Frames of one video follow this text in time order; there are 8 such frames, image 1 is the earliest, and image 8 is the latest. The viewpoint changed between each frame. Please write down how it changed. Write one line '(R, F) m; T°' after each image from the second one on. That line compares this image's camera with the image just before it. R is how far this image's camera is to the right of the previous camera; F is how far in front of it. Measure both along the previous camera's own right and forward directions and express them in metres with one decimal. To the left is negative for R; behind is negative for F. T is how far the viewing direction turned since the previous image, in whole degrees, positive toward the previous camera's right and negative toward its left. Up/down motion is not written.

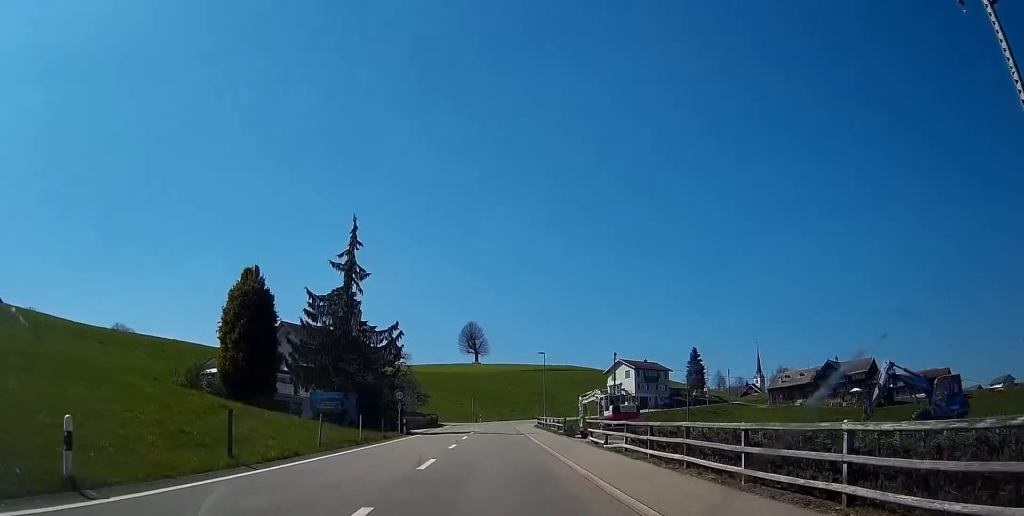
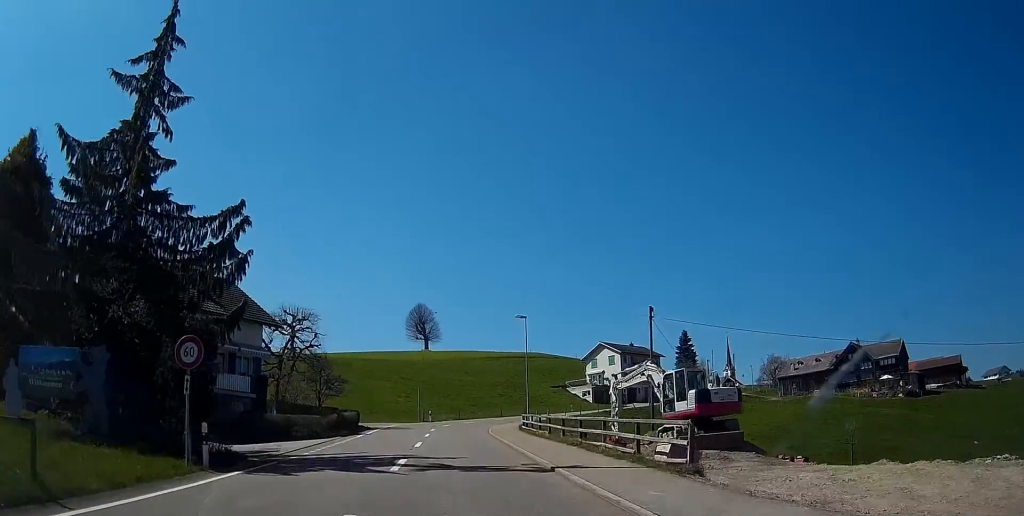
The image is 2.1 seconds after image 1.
(+1.5, +28.1) m; +4°
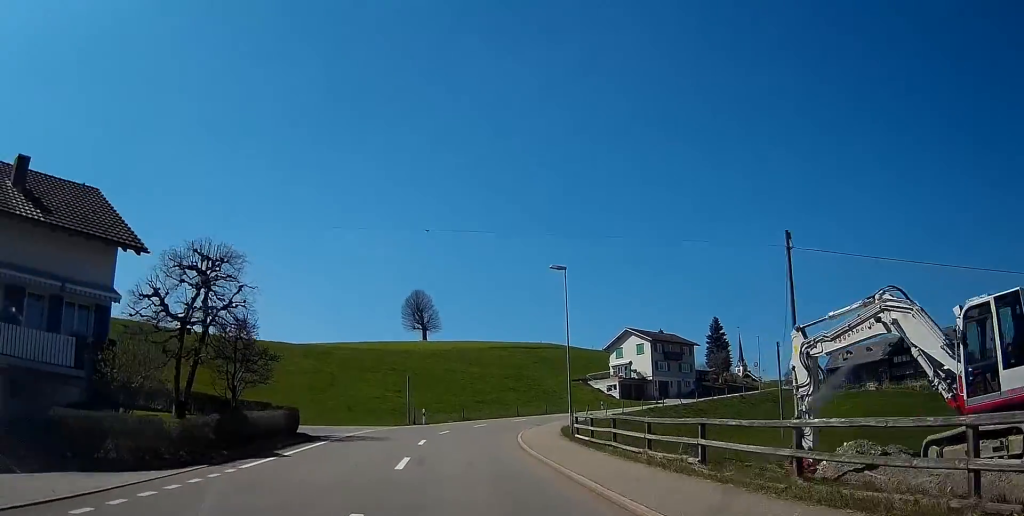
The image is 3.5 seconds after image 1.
(0.0, +17.9) m; 0°
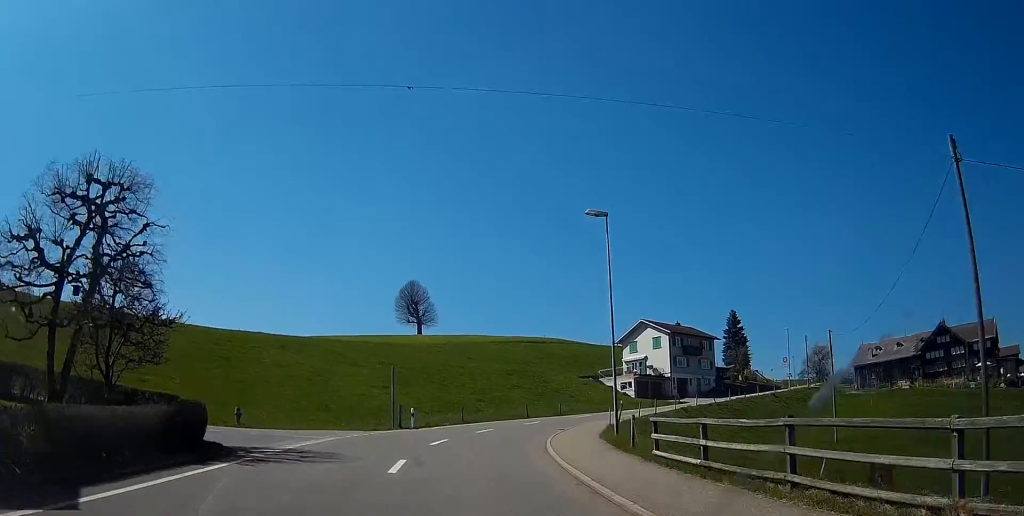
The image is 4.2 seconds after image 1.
(0.0, +10.1) m; 0°
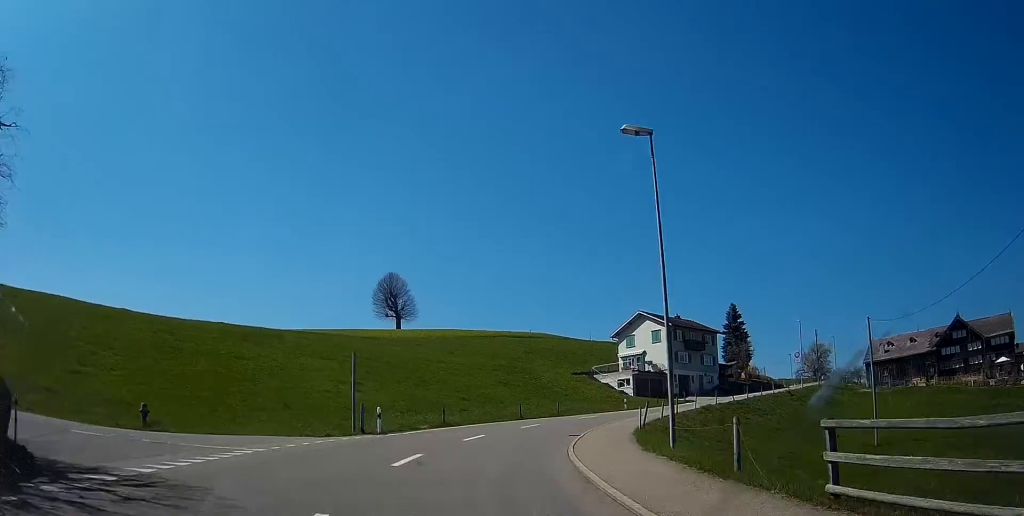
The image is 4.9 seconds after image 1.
(0.0, +8.2) m; +3°
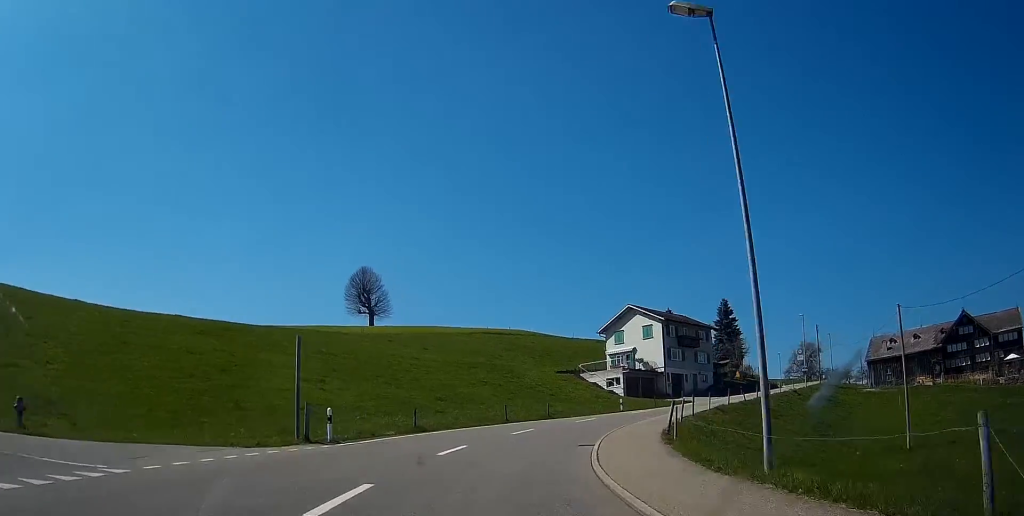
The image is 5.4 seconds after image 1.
(0.0, +6.4) m; +3°
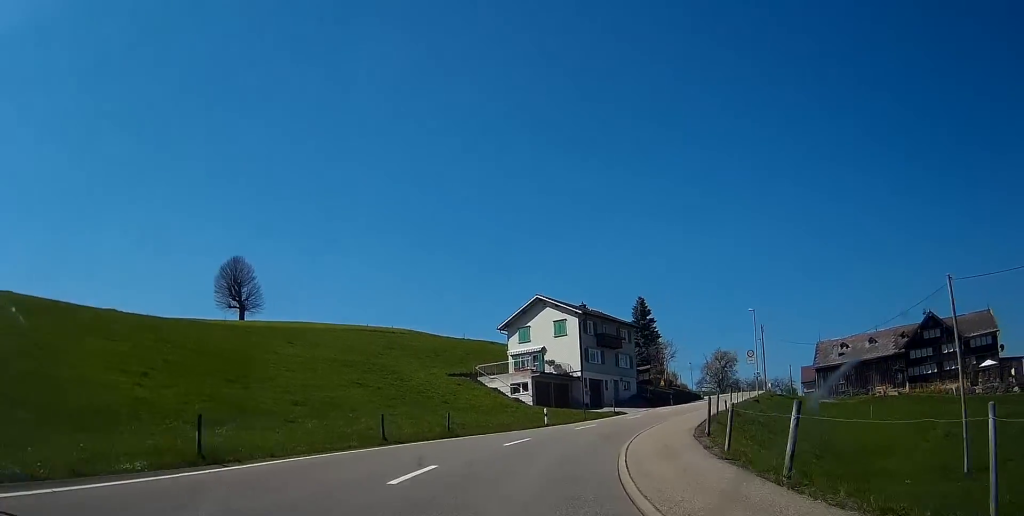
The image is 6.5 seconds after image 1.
(+1.2, +14.6) m; +9°
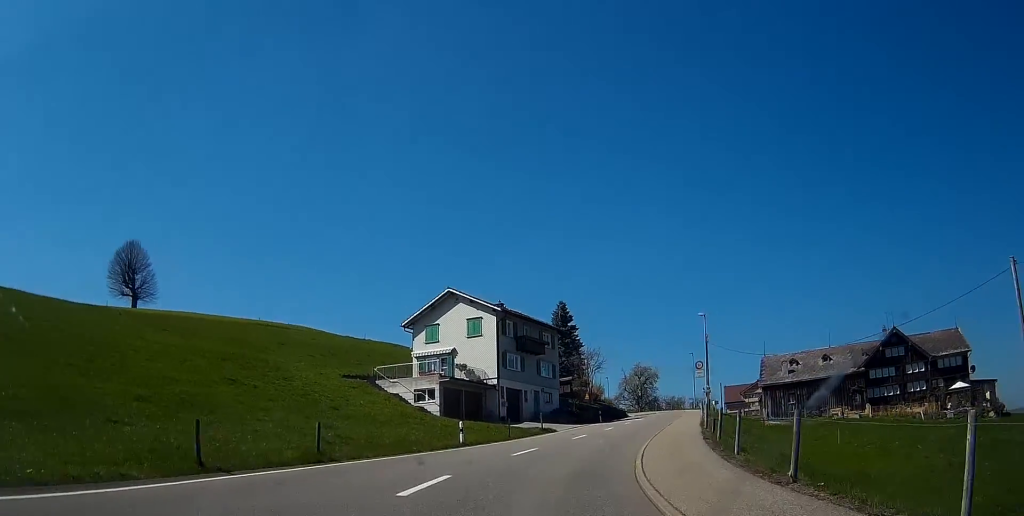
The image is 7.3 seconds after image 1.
(+0.4, +9.7) m; +8°
